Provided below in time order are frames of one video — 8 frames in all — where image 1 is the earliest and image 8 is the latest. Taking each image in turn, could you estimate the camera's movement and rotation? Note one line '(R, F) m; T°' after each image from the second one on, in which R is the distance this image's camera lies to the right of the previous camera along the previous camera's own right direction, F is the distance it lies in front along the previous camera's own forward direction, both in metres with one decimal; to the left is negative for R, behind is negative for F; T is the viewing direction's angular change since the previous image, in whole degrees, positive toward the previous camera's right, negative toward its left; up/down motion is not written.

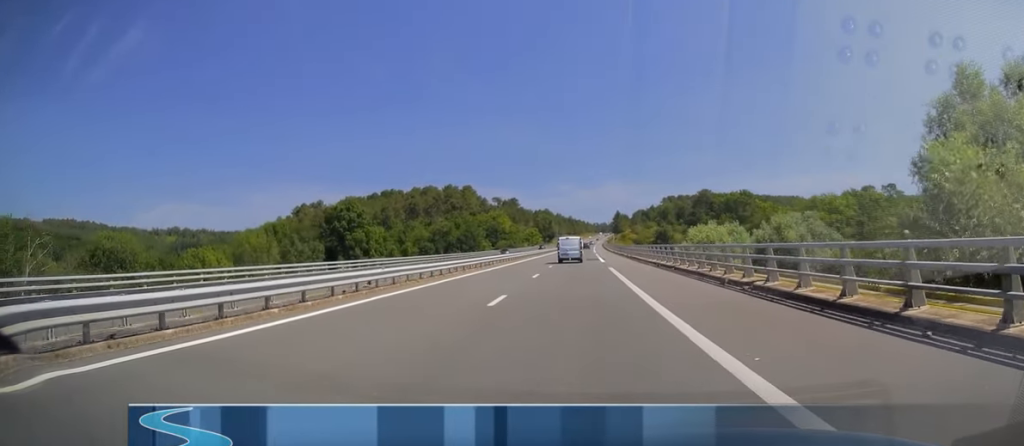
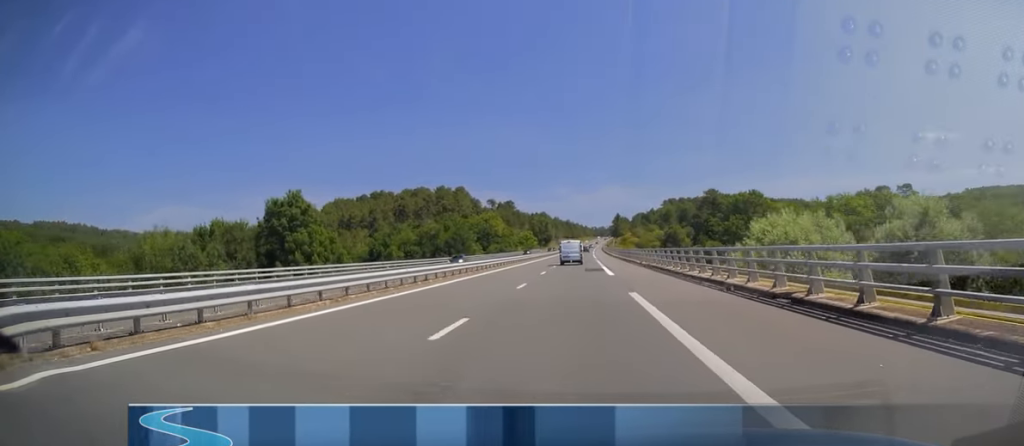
(0.0, +18.5) m; 0°
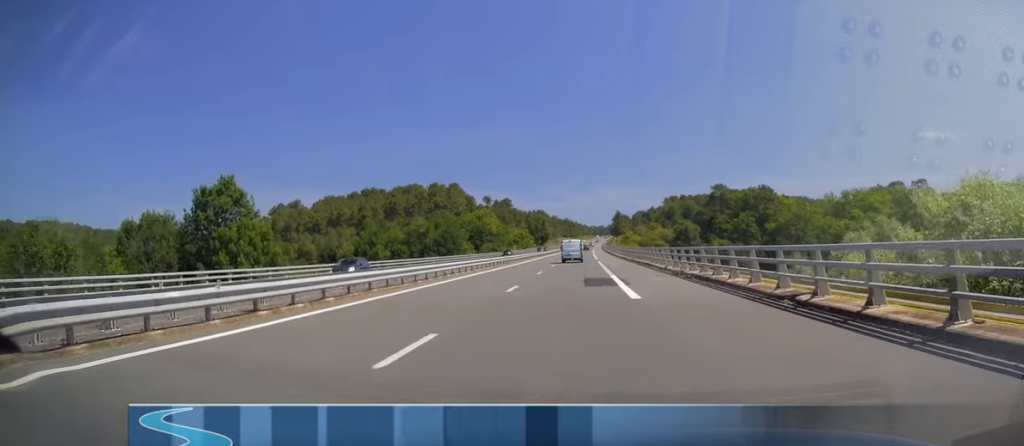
(0.0, +15.6) m; 0°
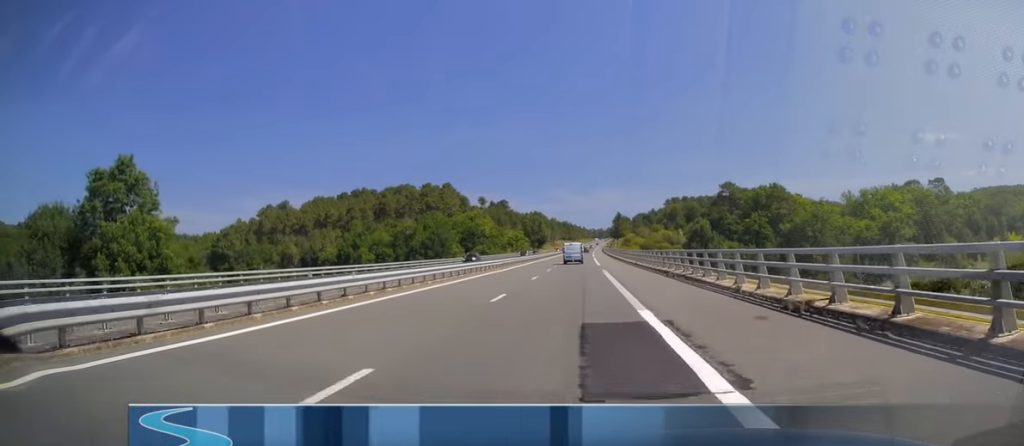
(0.0, +16.1) m; 0°
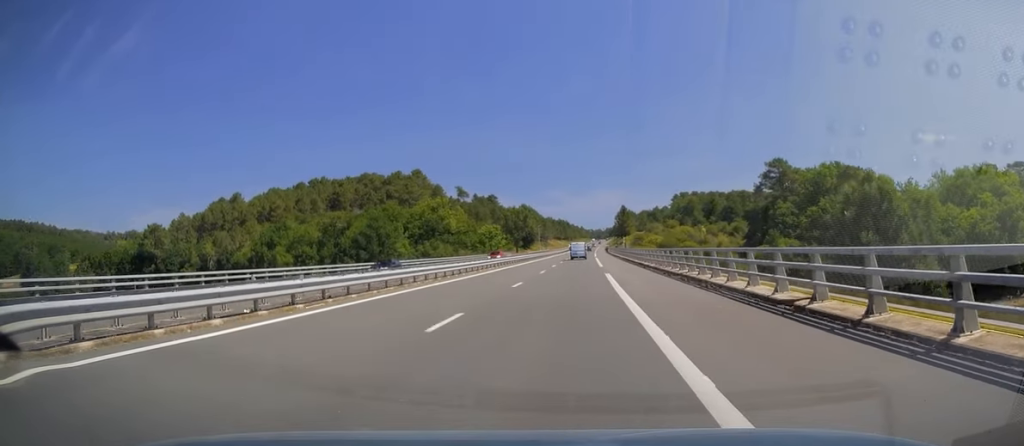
(+0.4, +59.5) m; +1°
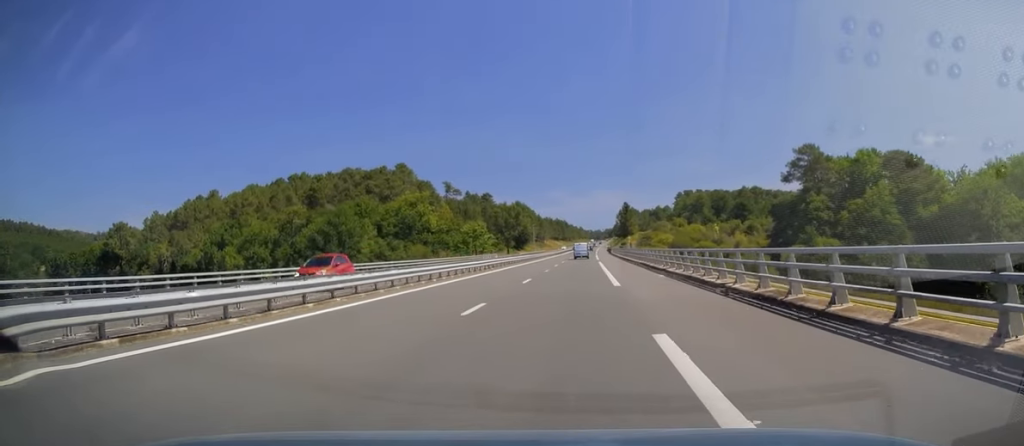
(+0.1, +23.5) m; 0°
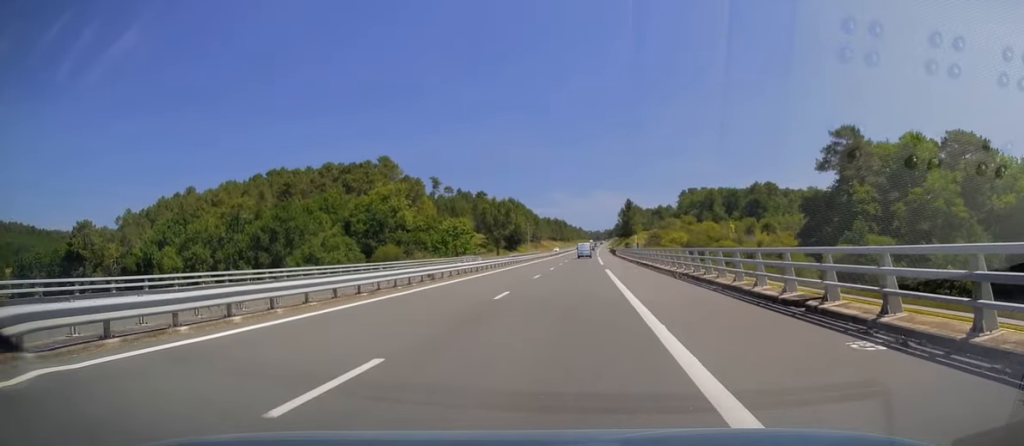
(-0.1, +22.0) m; 0°
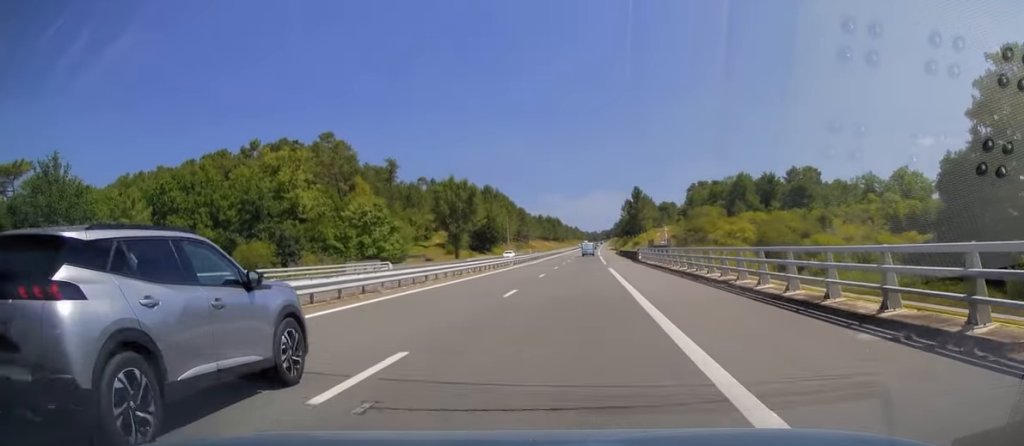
(+0.1, +52.3) m; 0°
